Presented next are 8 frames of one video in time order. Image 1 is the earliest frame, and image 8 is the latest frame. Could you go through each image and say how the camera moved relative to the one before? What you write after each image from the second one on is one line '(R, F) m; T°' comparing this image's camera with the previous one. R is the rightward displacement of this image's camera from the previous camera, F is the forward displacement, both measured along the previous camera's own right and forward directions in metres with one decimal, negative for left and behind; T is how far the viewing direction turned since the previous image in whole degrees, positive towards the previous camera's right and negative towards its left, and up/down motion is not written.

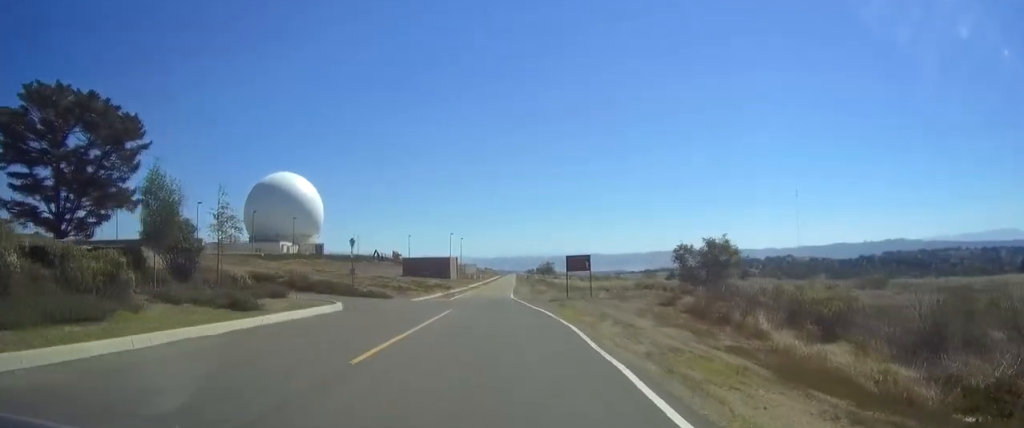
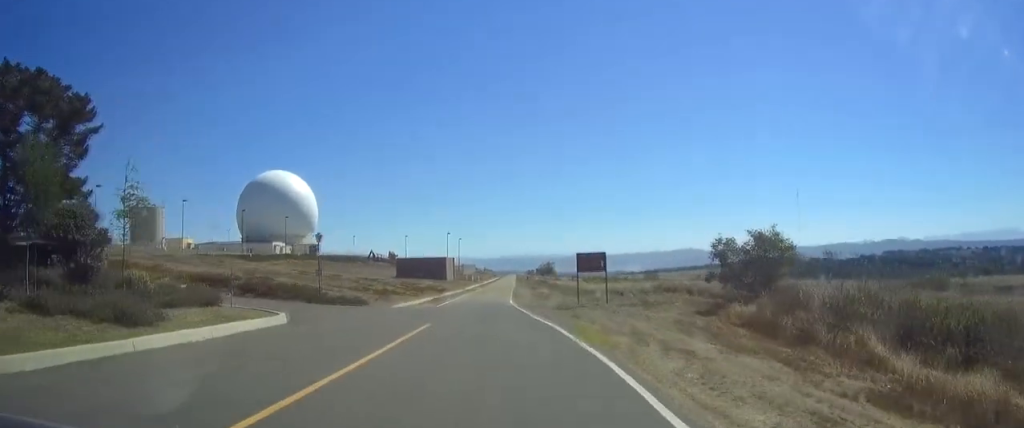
(0.0, +6.1) m; 0°
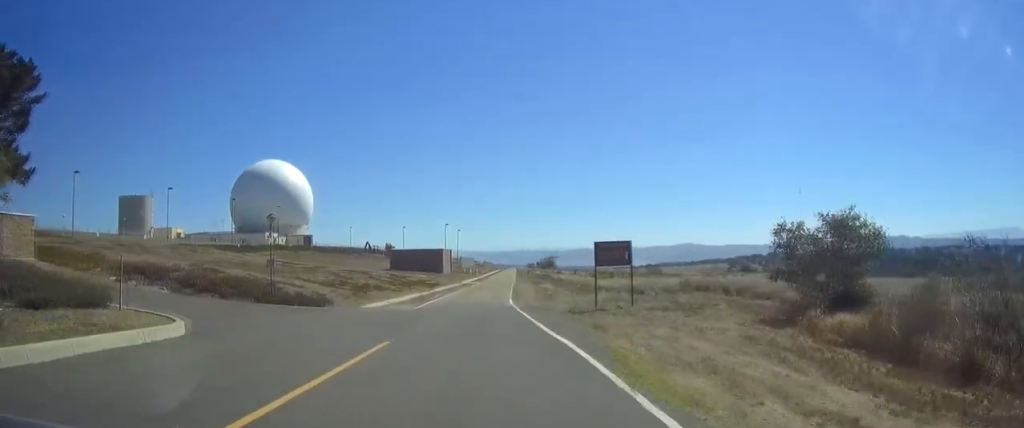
(0.0, +6.2) m; 0°
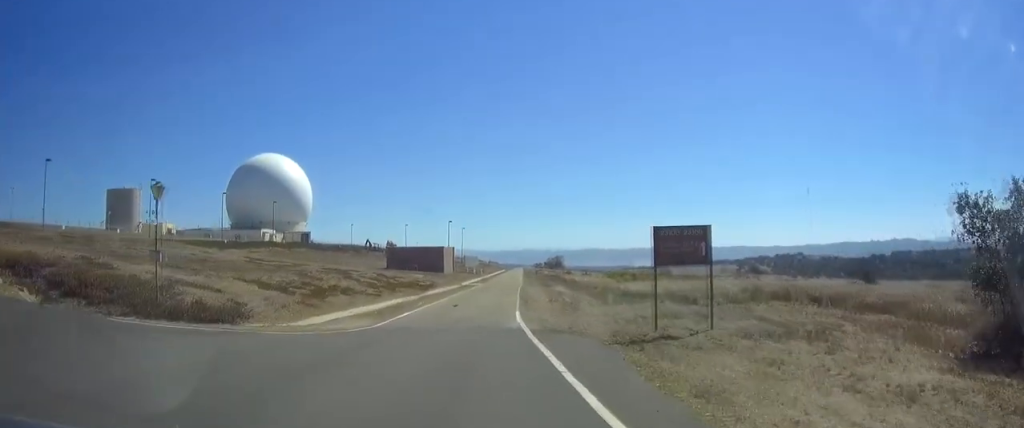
(0.0, +8.8) m; -1°
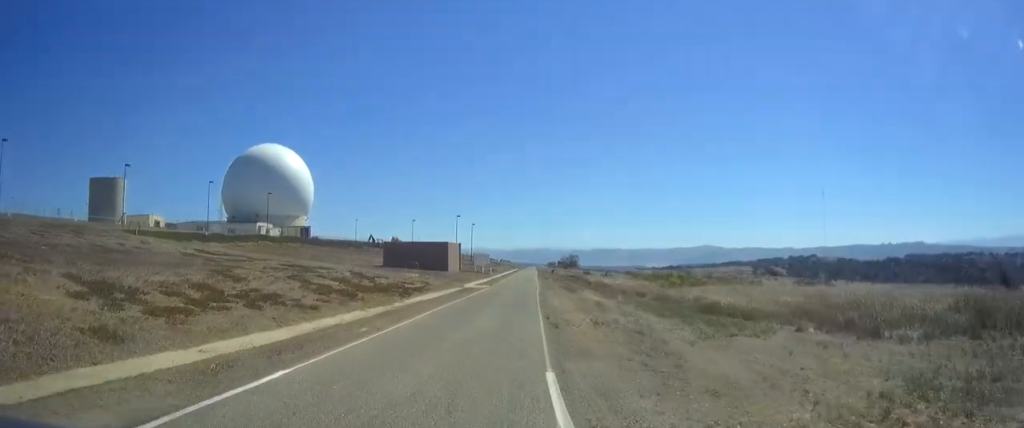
(-0.3, +12.3) m; 0°
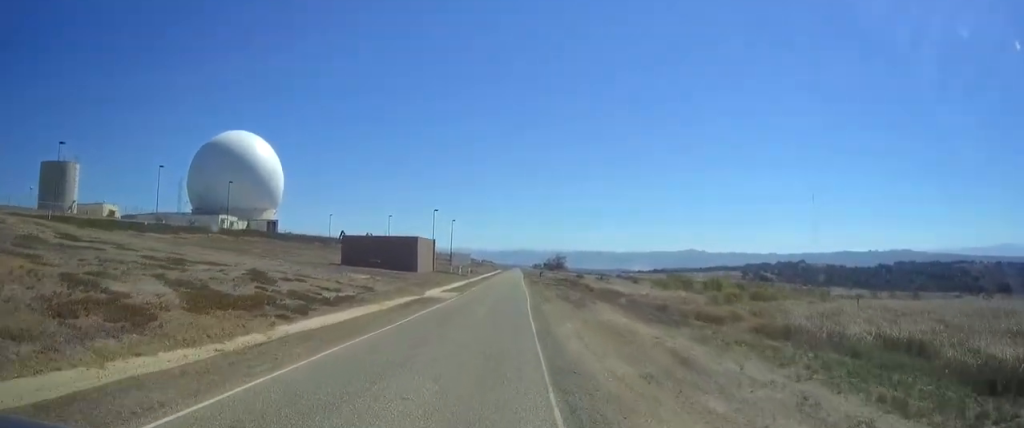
(+0.3, +14.4) m; 0°
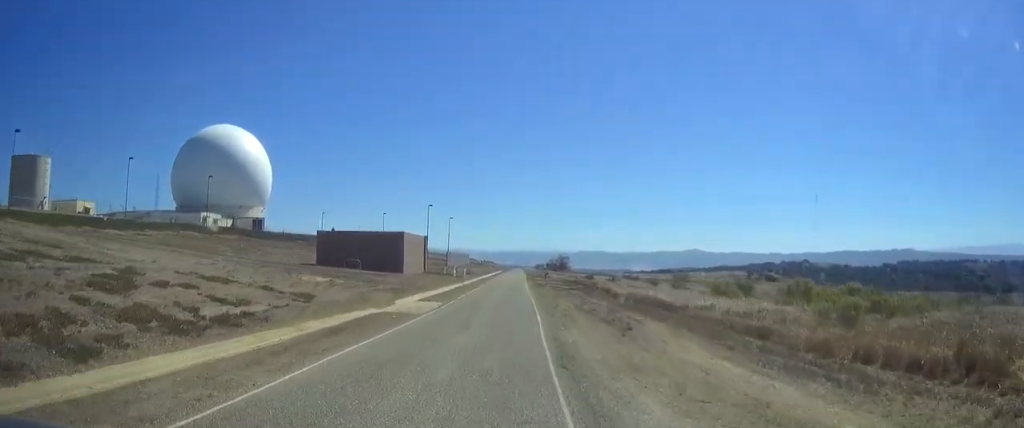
(-0.1, +10.5) m; 0°
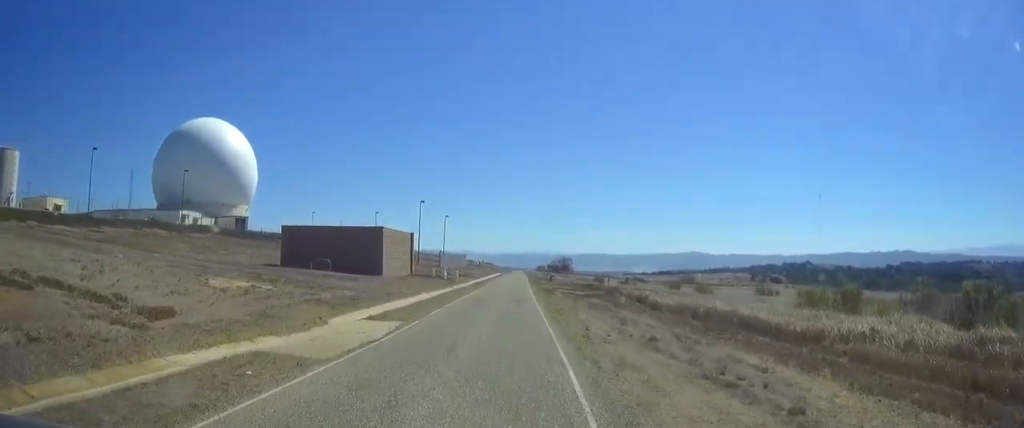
(0.0, +10.6) m; 0°
